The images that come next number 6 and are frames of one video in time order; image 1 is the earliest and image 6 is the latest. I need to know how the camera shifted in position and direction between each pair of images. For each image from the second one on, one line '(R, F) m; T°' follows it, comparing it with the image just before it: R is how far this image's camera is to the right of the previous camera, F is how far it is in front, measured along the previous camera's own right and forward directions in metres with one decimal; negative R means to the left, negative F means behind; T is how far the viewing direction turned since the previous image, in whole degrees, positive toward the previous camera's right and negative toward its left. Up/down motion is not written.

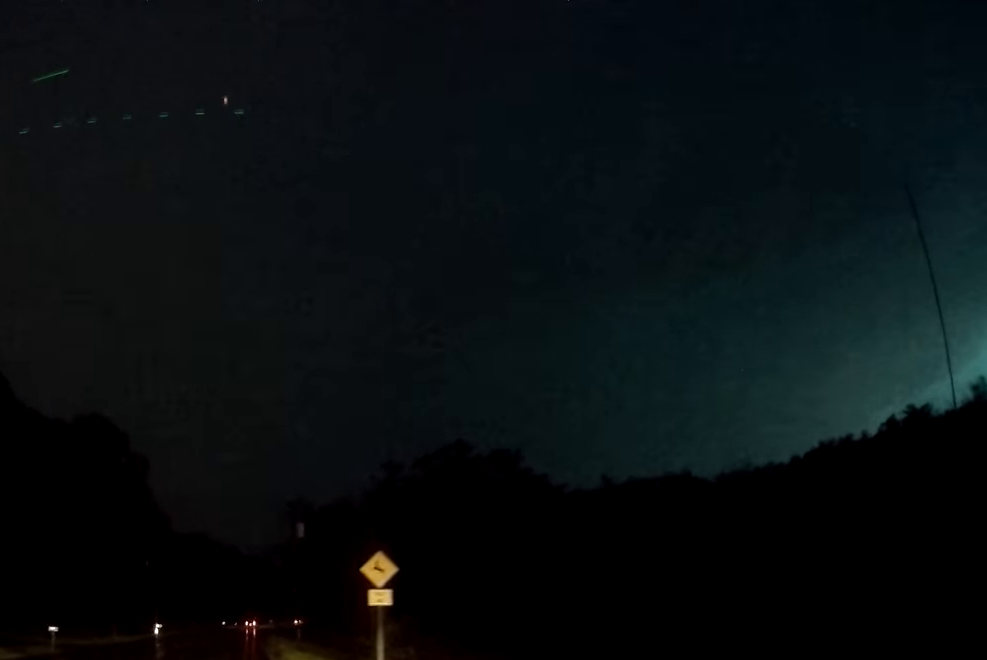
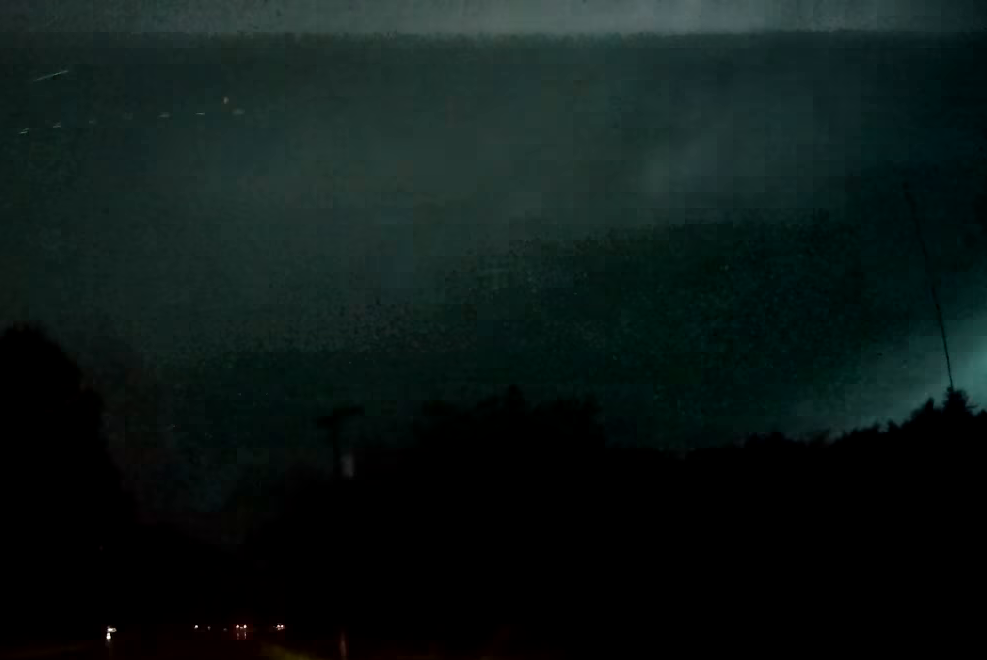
(+0.4, +23.2) m; +2°
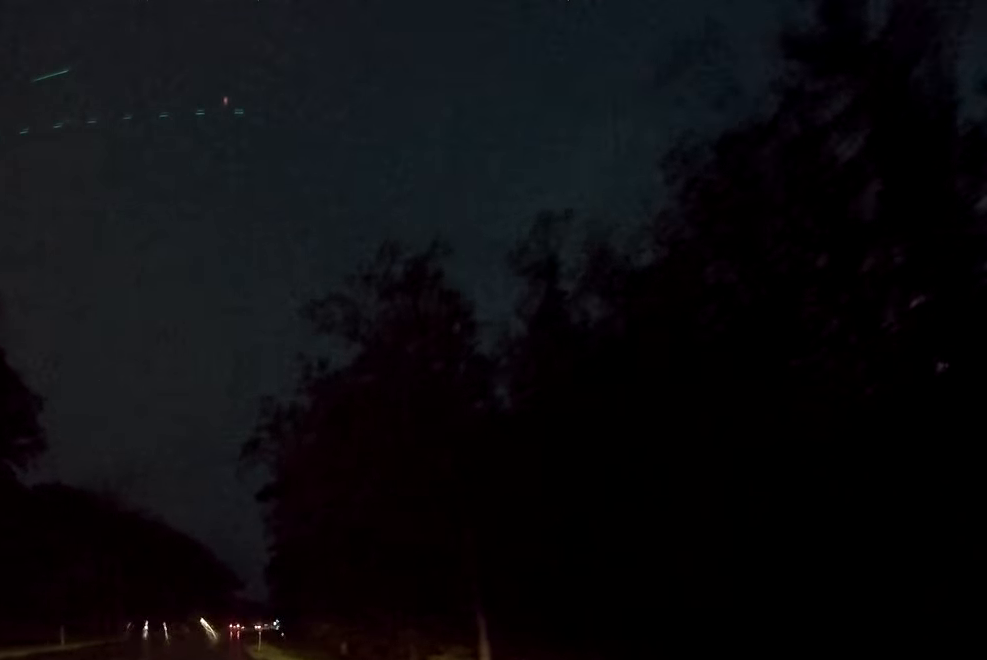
(+1.1, +46.9) m; +3°
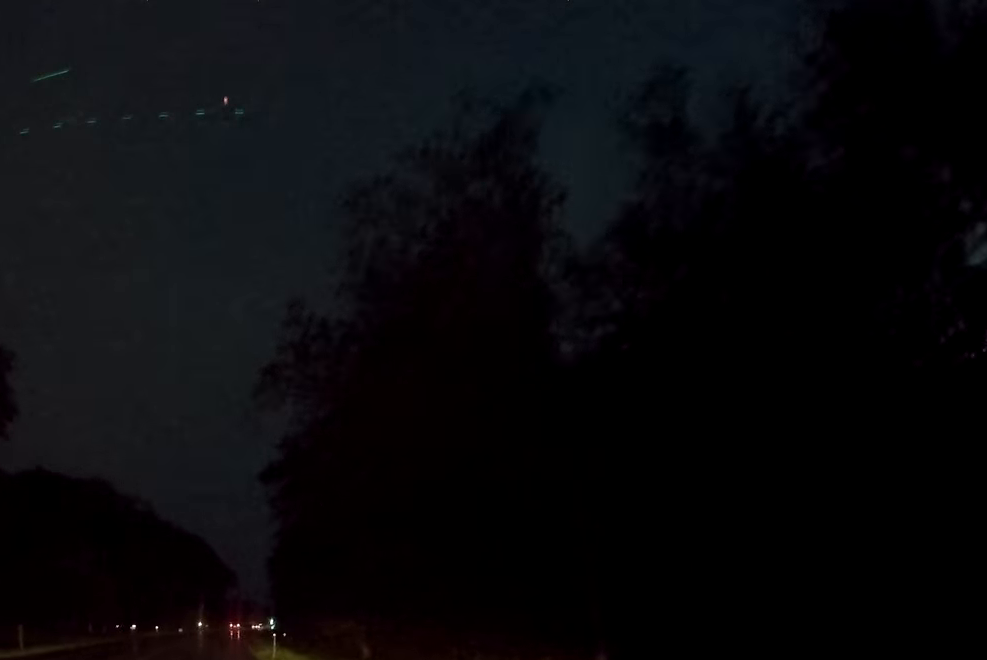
(+0.3, +10.2) m; 0°
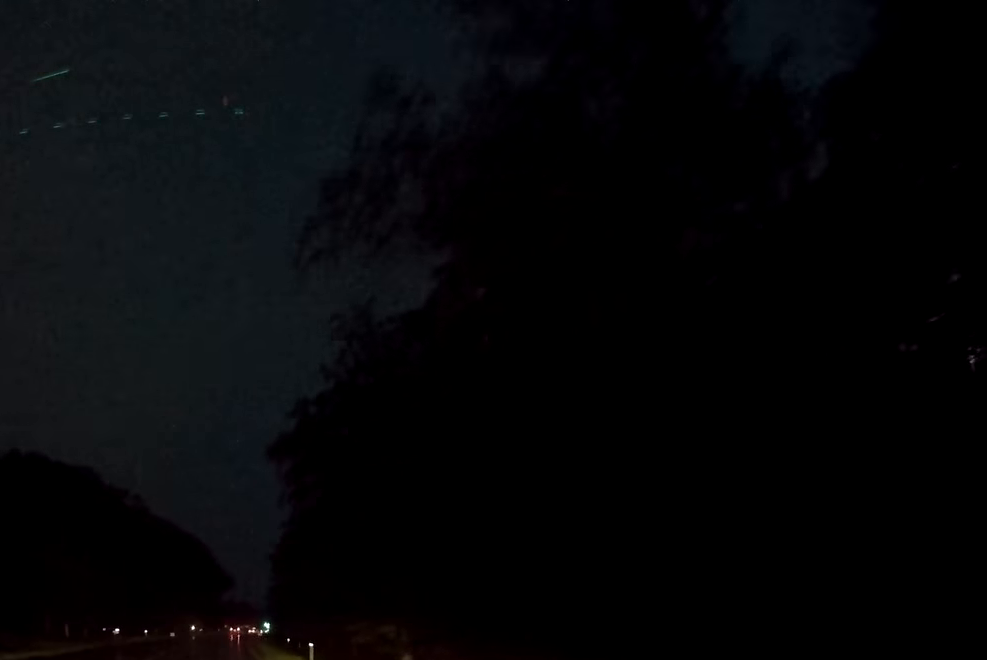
(0.0, +11.5) m; 0°
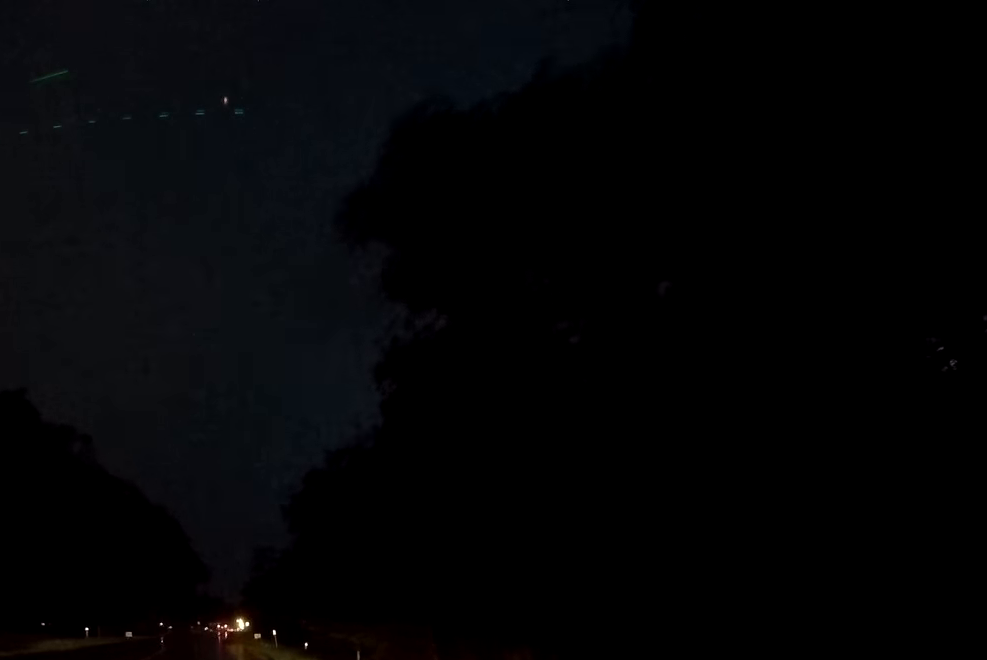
(+0.3, +35.4) m; +2°
